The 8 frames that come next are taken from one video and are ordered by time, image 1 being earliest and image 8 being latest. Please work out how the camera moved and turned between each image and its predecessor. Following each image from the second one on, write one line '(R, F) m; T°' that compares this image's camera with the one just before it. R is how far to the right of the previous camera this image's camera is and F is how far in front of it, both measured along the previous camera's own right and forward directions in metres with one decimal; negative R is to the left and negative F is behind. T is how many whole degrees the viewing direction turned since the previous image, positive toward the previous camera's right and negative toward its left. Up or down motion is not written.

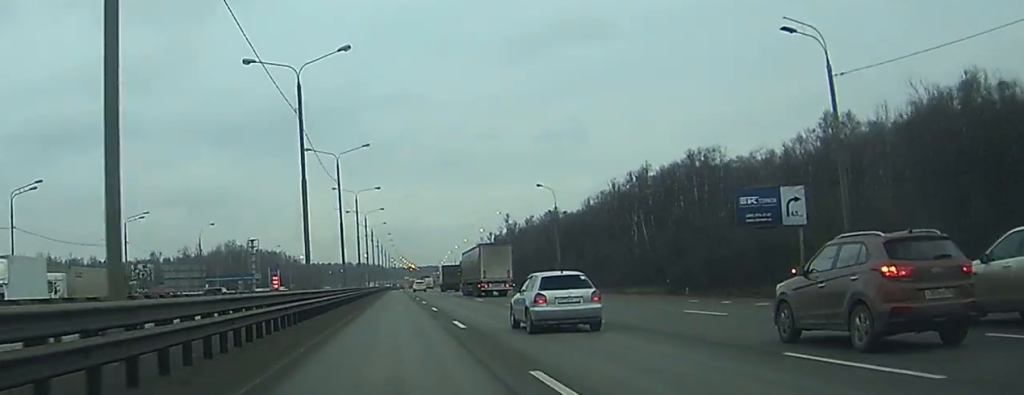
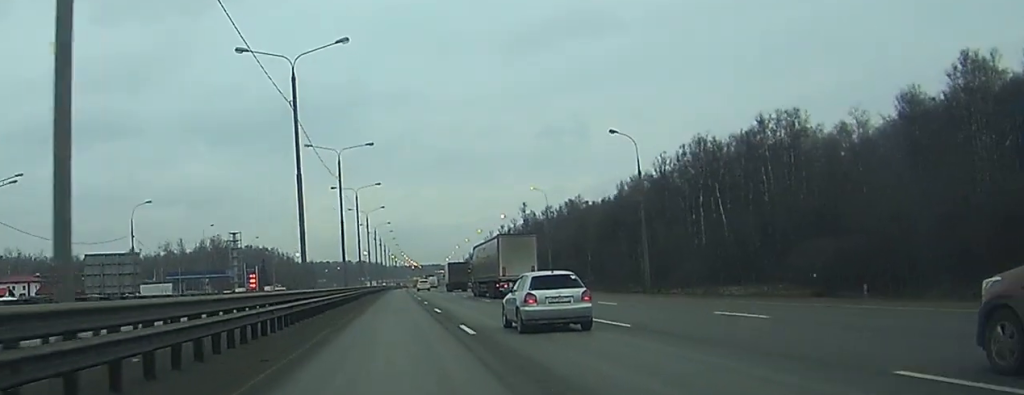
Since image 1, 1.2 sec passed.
(-0.1, +36.7) m; 0°
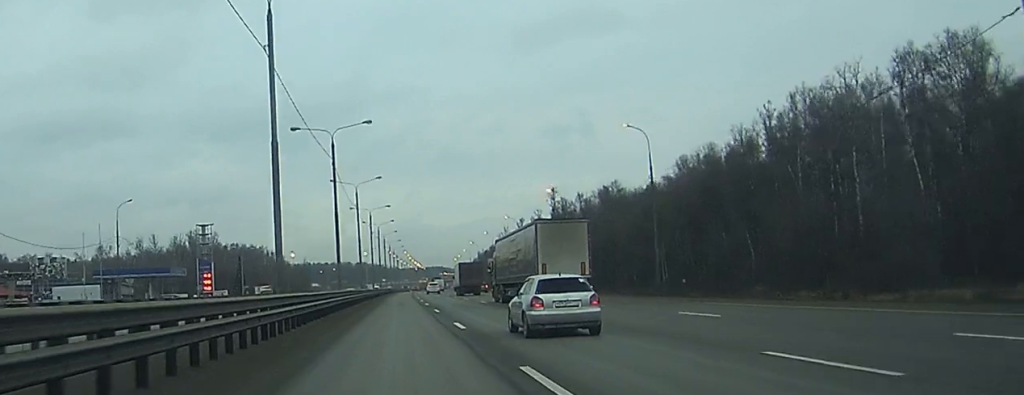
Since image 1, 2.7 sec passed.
(+0.2, +45.1) m; 0°
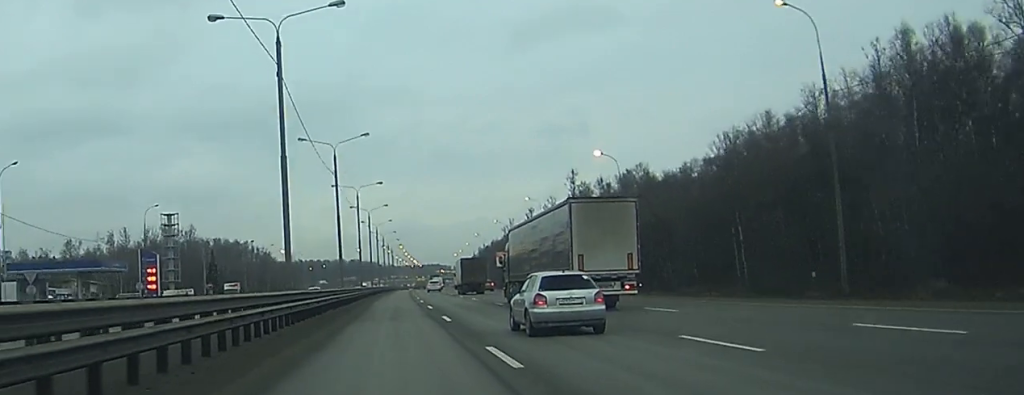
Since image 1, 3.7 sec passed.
(0.0, +28.8) m; 0°
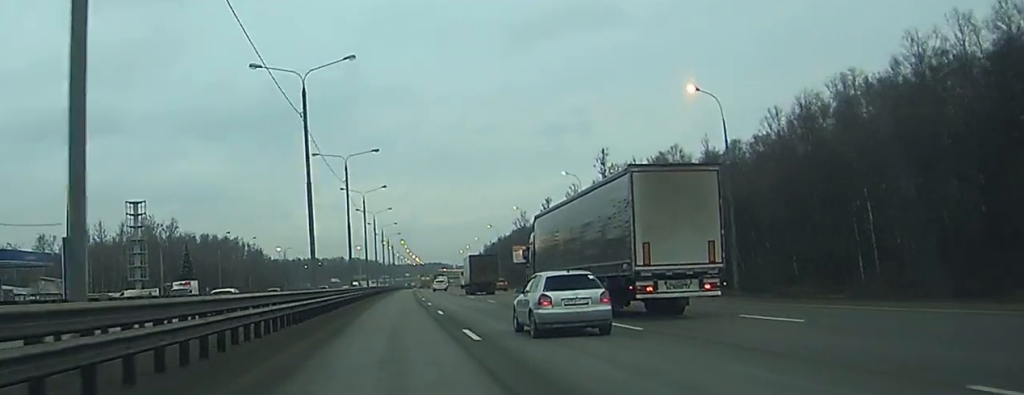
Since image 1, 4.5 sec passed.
(0.0, +25.7) m; 0°
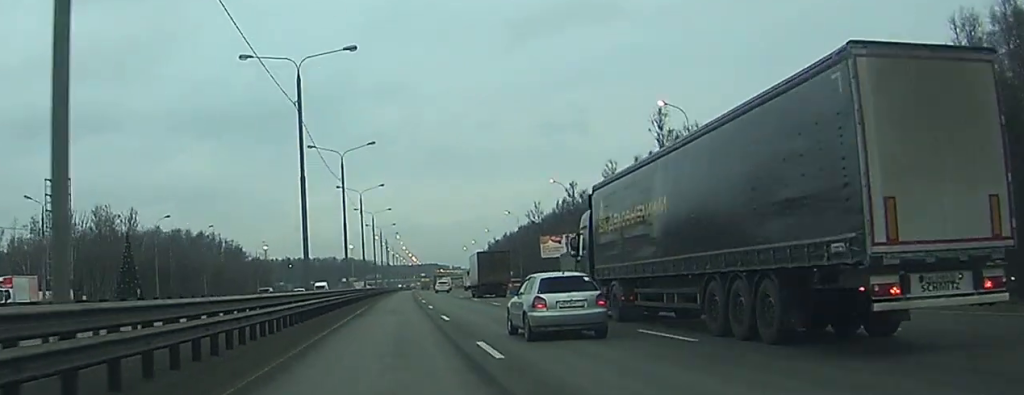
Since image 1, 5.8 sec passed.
(0.0, +36.3) m; 0°
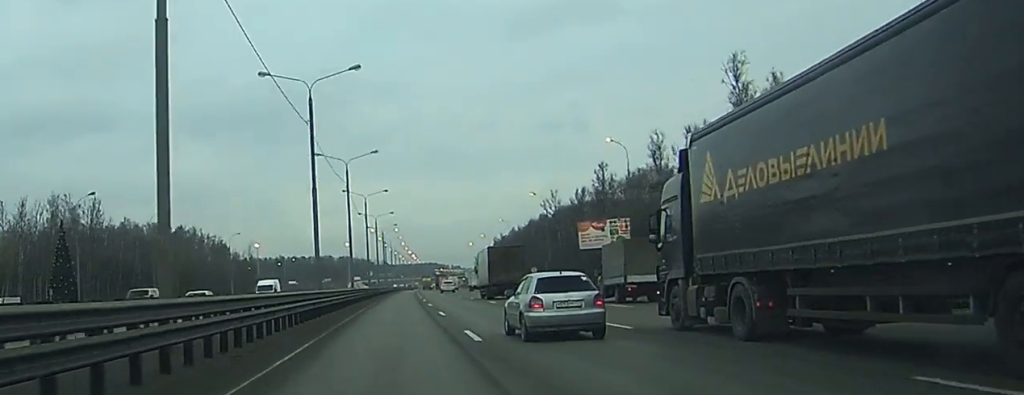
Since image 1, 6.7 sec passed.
(0.0, +27.0) m; 0°
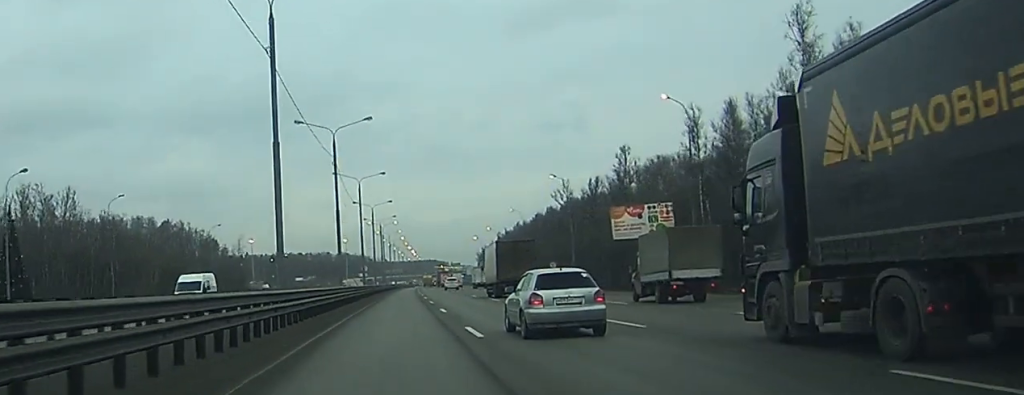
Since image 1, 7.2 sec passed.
(0.0, +15.0) m; 0°
